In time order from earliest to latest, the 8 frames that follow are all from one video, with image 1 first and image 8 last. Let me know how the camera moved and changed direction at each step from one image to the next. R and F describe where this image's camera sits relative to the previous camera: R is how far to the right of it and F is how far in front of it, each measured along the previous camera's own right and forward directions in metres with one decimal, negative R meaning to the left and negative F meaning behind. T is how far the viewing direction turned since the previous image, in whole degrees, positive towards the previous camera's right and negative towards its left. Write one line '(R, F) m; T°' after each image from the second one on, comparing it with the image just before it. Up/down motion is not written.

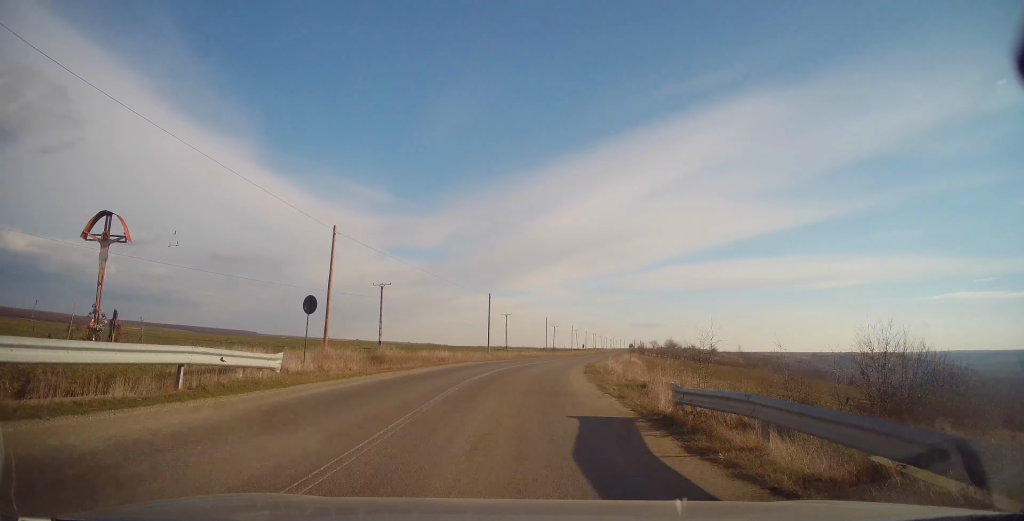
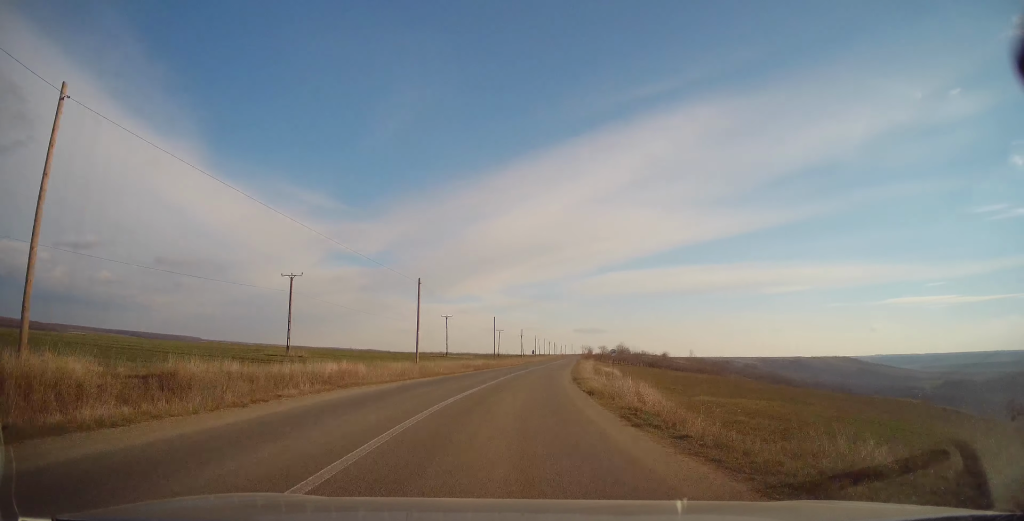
(+1.6, +16.1) m; +7°
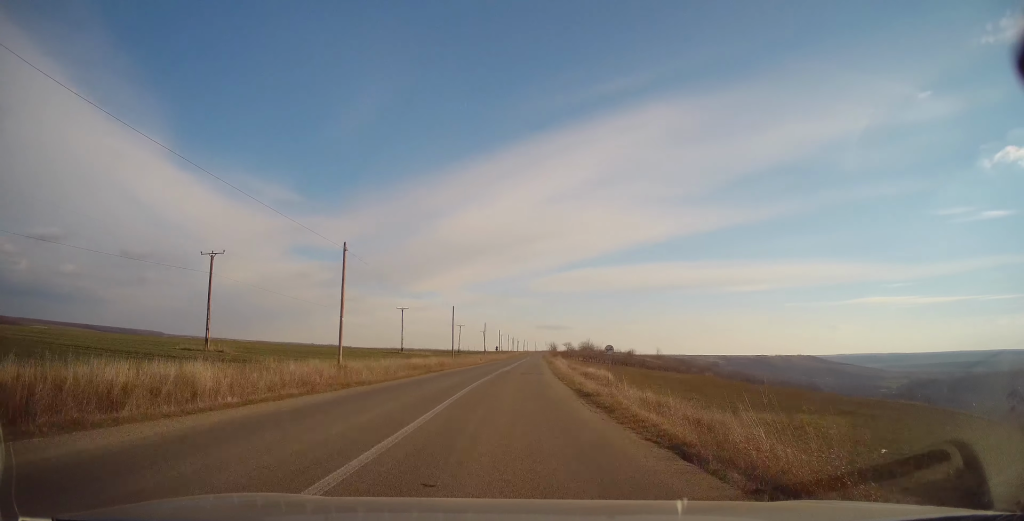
(+0.5, +12.1) m; +4°
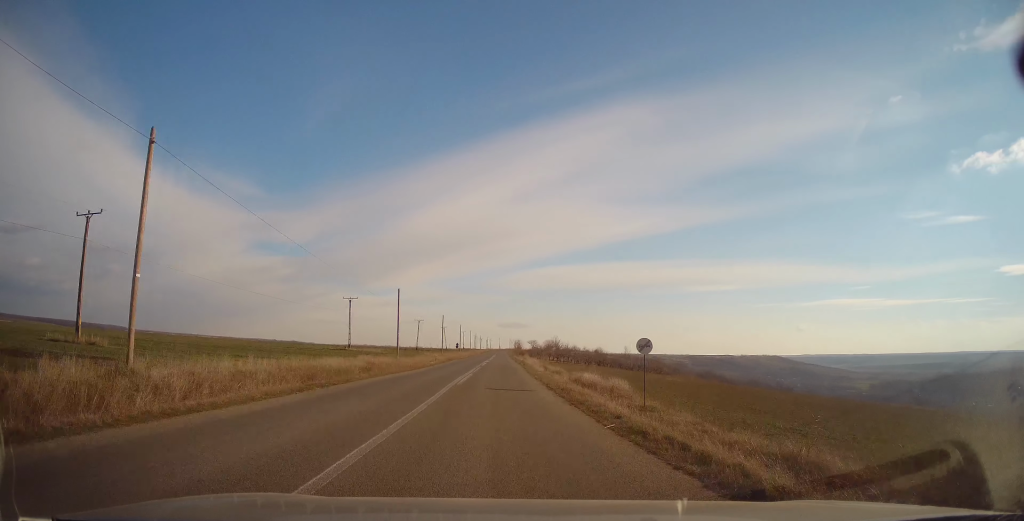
(+0.3, +14.5) m; +3°
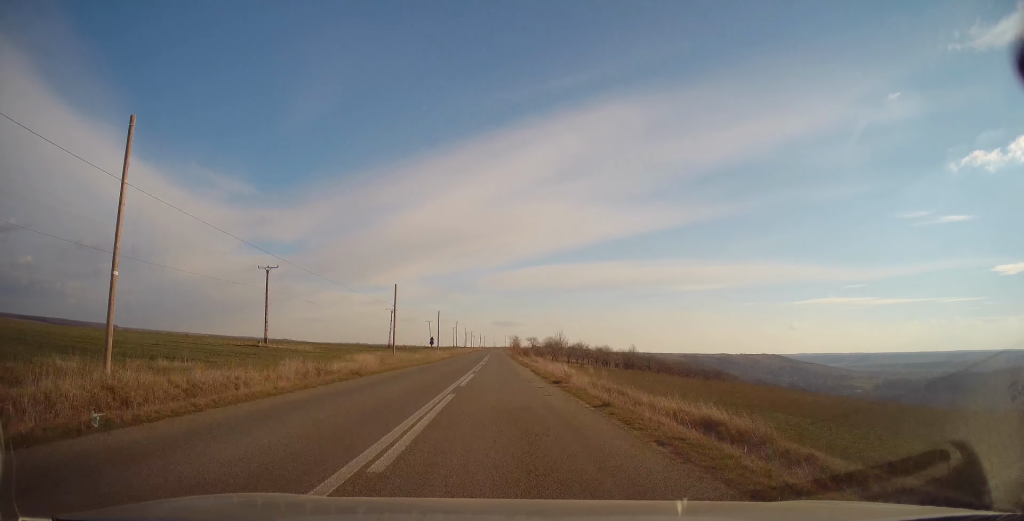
(+1.4, +36.7) m; +2°
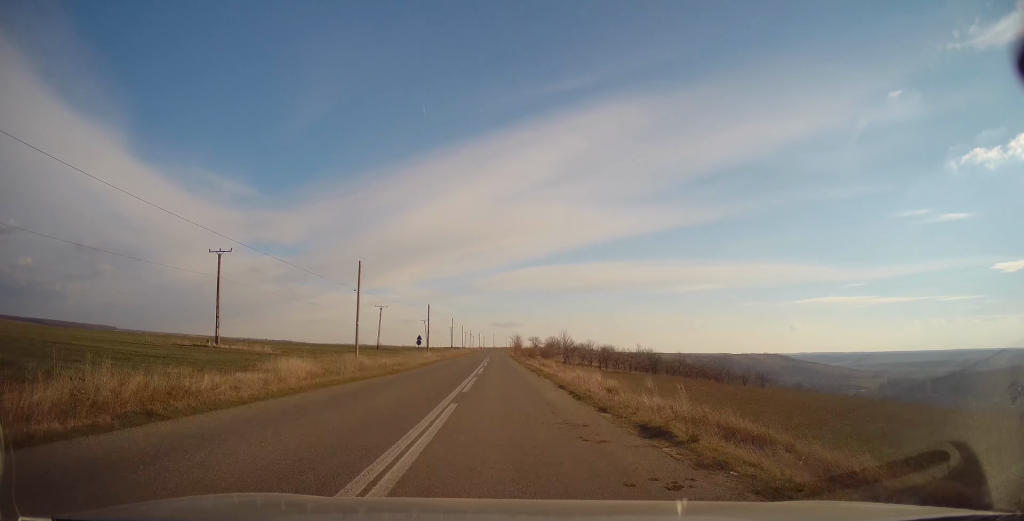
(-0.1, +12.4) m; 0°
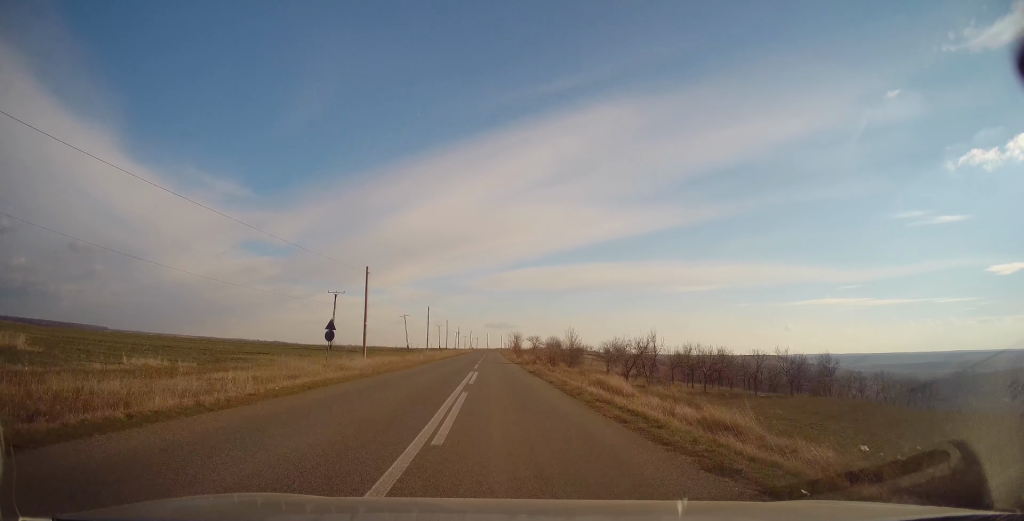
(+0.1, +32.2) m; +2°
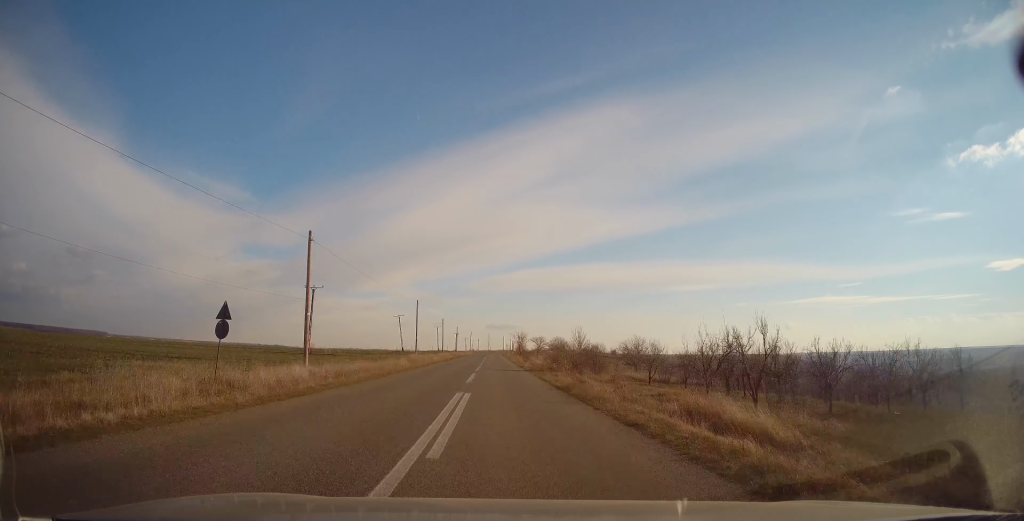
(+0.1, +11.7) m; 0°
